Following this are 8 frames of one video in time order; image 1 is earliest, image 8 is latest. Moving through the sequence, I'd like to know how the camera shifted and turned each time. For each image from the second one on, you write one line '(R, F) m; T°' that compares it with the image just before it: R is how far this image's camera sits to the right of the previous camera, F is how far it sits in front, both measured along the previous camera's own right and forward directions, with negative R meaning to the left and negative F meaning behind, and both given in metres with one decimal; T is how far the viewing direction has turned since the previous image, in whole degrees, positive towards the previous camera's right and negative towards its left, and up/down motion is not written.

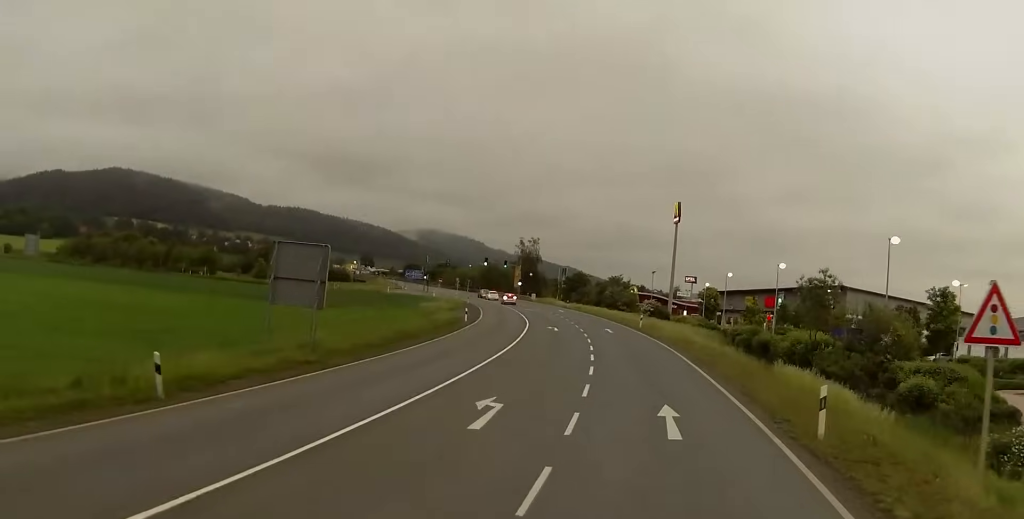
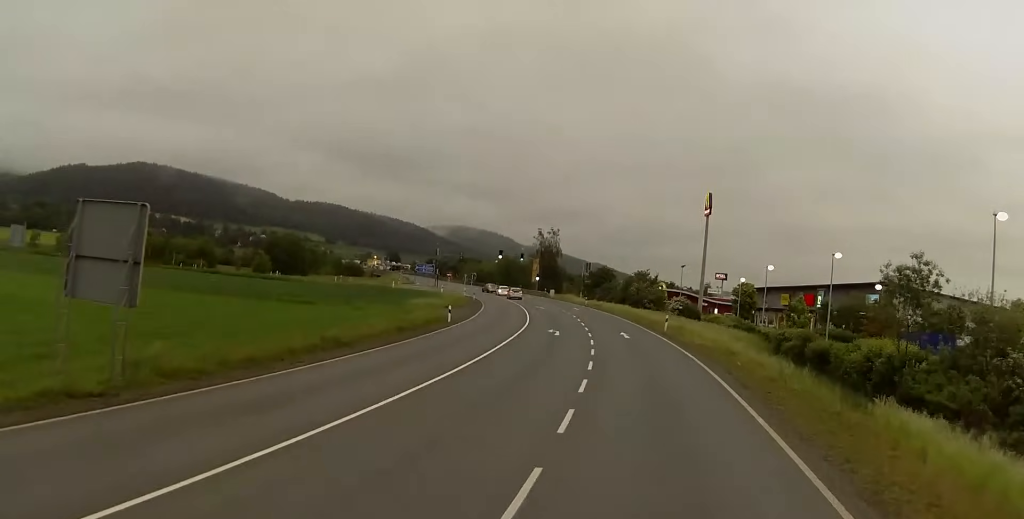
(0.0, +10.7) m; 0°
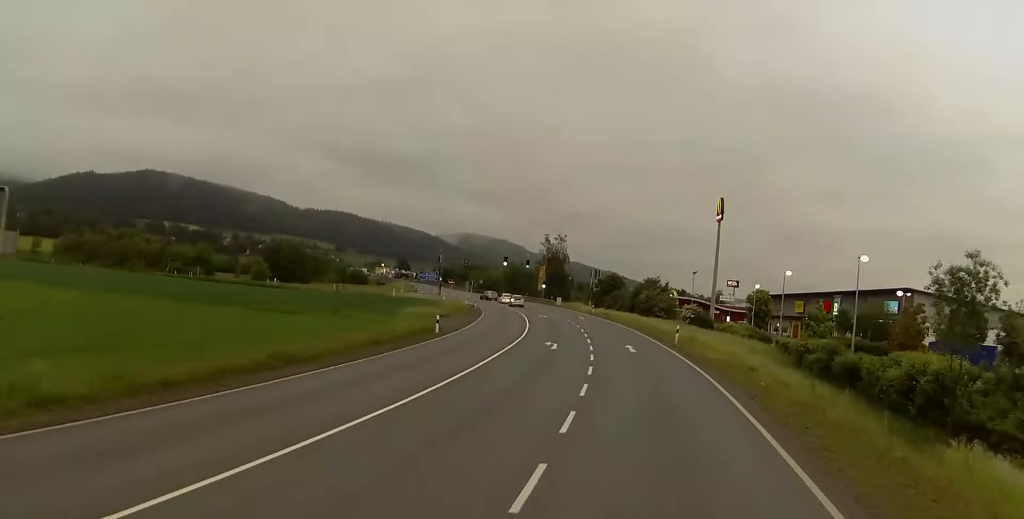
(0.0, +4.3) m; -1°
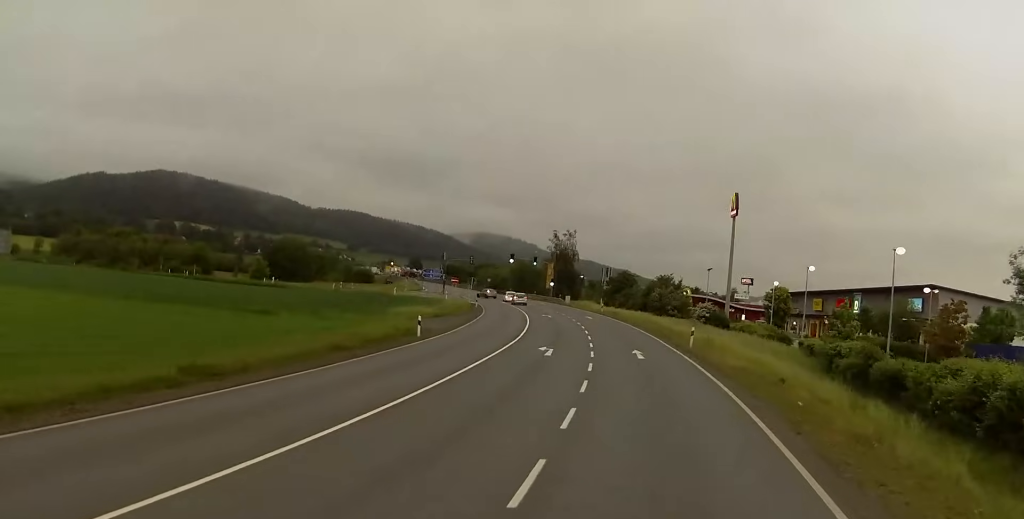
(0.0, +5.1) m; -1°
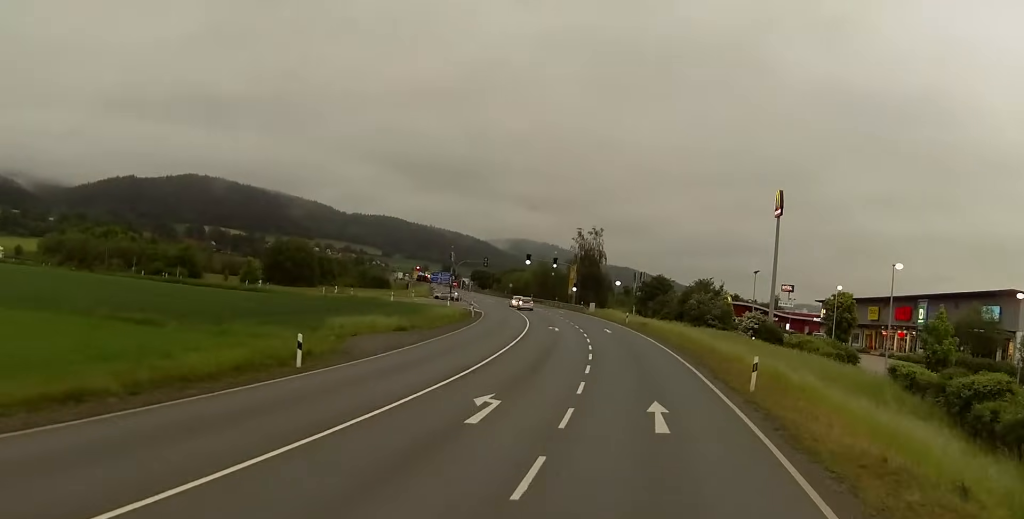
(-0.6, +17.7) m; -3°
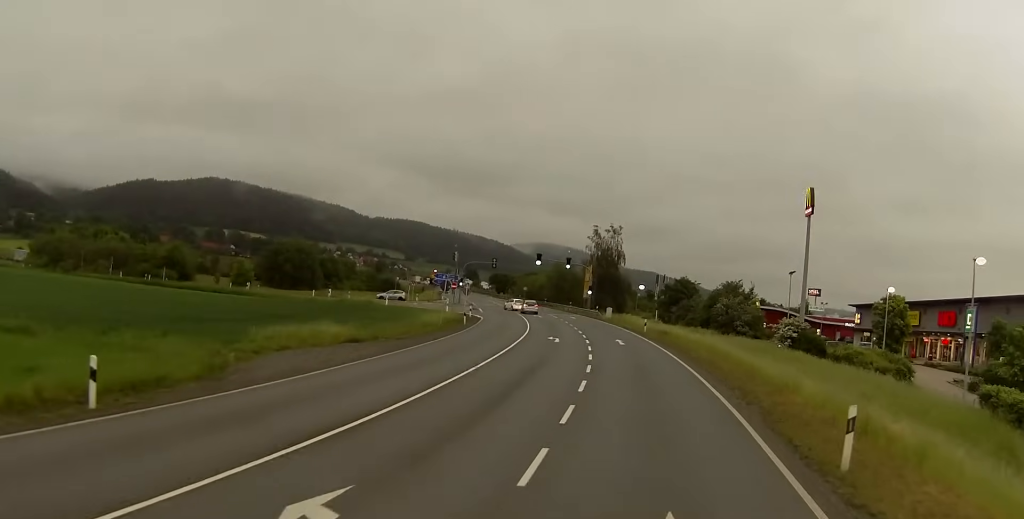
(-0.1, +11.9) m; -1°
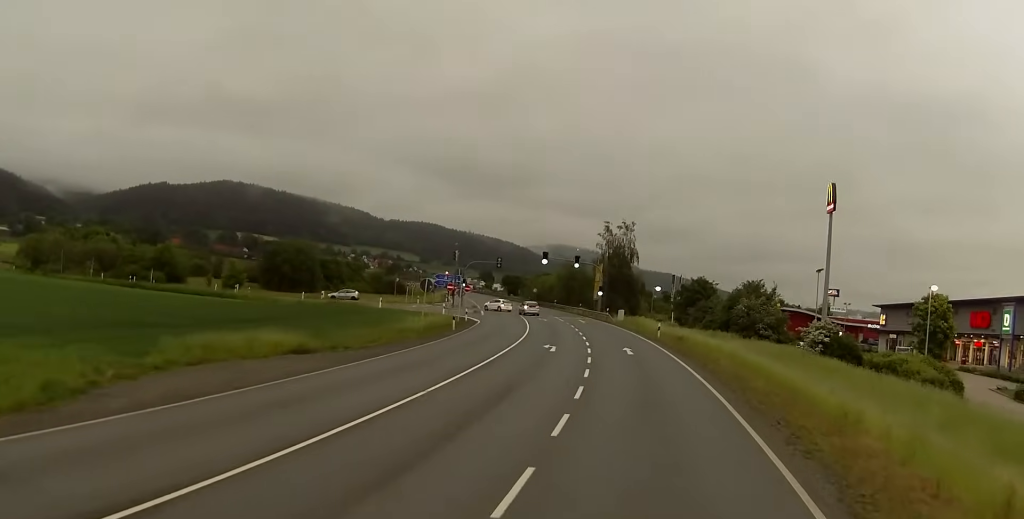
(0.0, +7.8) m; -1°
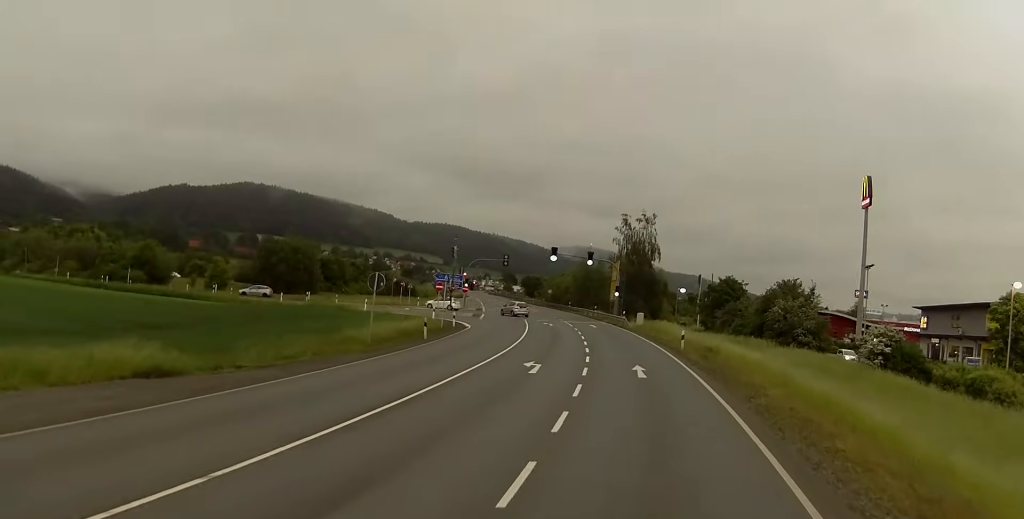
(-0.1, +11.0) m; -2°
